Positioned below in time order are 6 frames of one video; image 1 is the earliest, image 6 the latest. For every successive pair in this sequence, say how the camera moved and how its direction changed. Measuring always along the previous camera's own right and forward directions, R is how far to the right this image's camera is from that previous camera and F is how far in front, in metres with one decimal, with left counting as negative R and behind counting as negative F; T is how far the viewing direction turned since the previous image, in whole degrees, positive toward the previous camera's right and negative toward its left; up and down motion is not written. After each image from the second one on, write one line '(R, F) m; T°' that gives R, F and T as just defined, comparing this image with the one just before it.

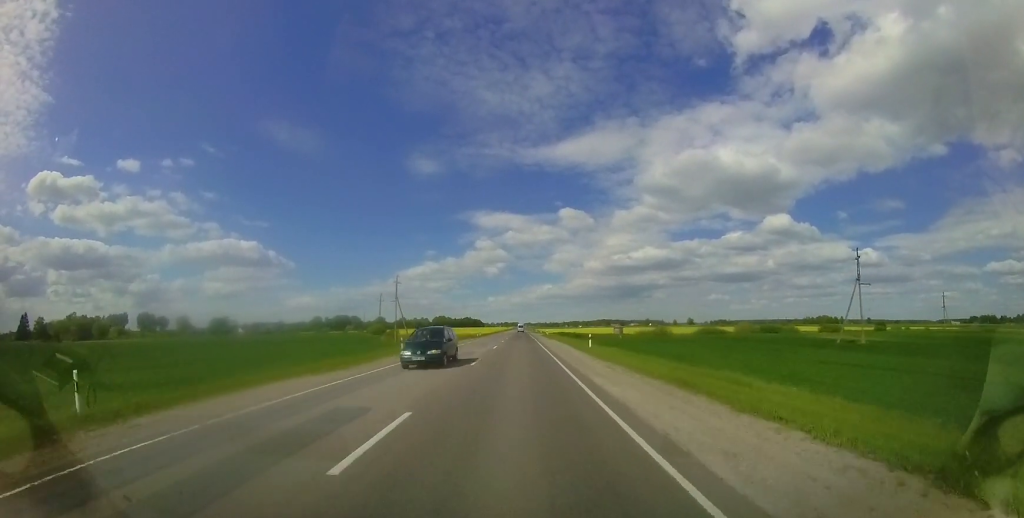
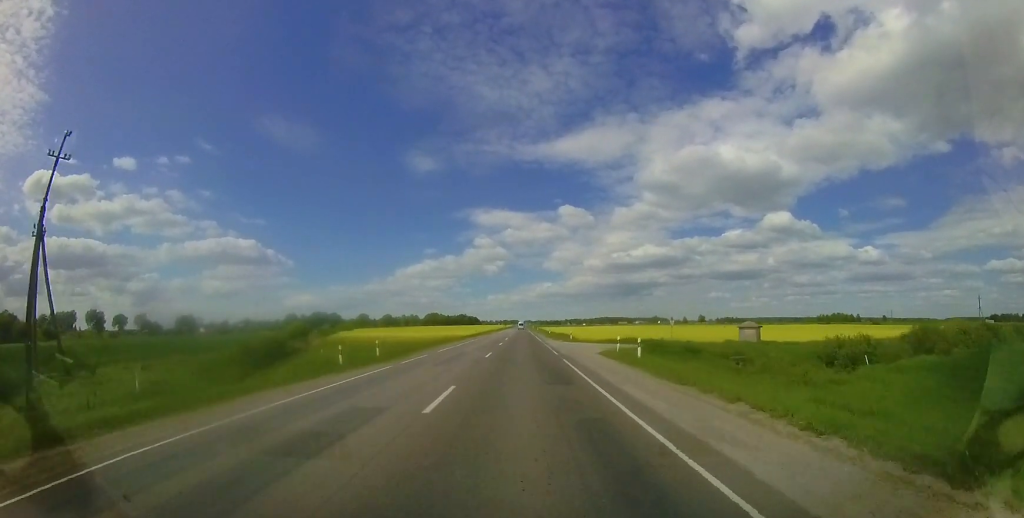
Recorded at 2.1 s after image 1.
(-0.1, +57.0) m; +1°
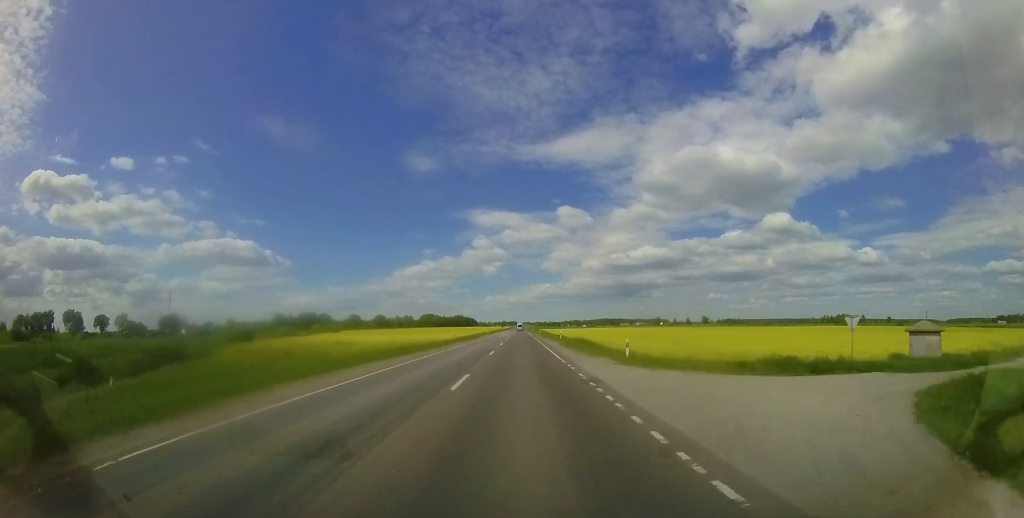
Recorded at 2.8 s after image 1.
(0.0, +20.7) m; 0°
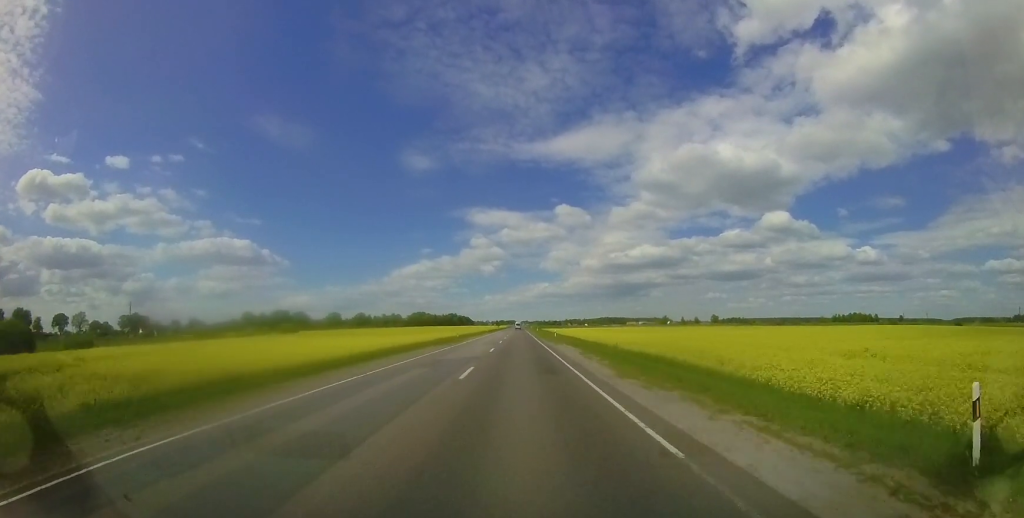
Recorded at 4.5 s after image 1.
(-0.3, +45.7) m; -1°
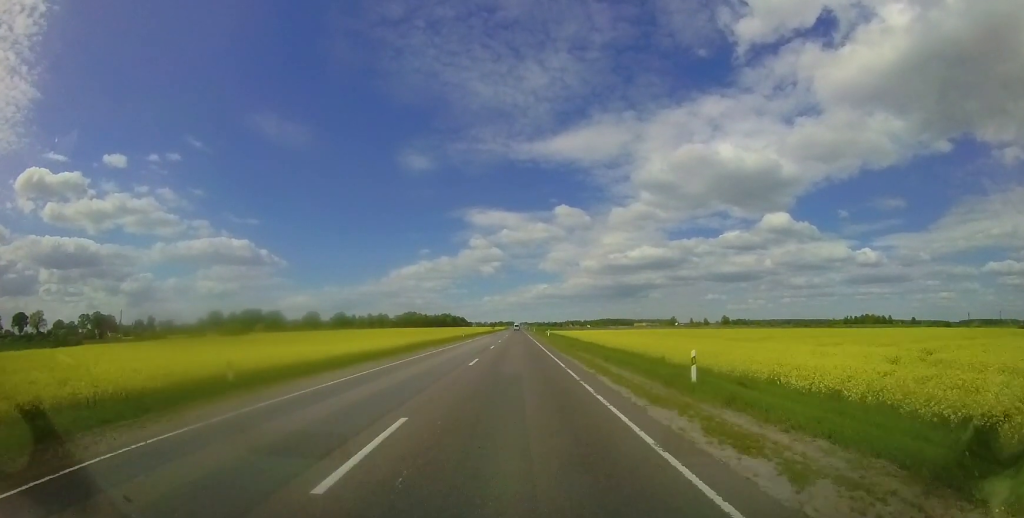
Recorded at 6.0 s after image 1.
(+0.1, +42.5) m; +1°
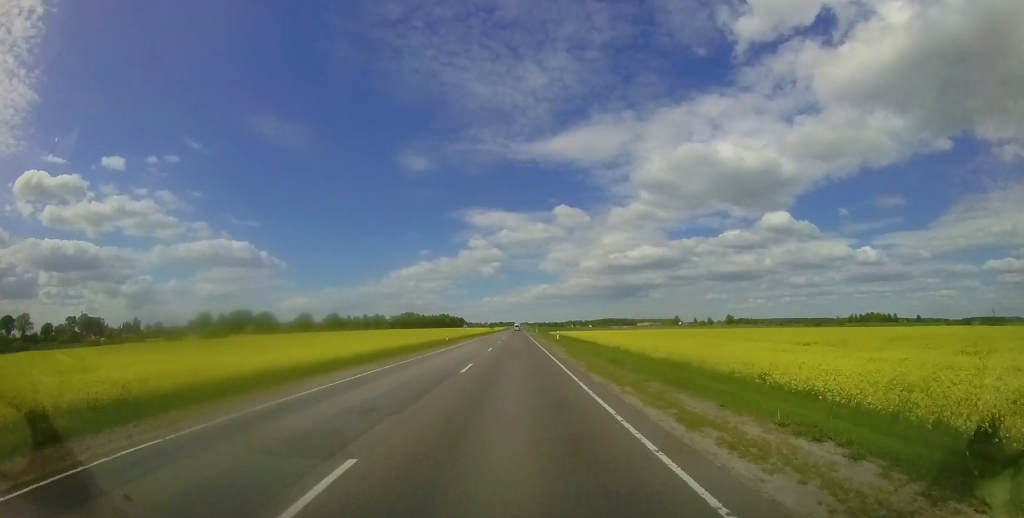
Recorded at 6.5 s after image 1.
(+0.1, +13.9) m; 0°
